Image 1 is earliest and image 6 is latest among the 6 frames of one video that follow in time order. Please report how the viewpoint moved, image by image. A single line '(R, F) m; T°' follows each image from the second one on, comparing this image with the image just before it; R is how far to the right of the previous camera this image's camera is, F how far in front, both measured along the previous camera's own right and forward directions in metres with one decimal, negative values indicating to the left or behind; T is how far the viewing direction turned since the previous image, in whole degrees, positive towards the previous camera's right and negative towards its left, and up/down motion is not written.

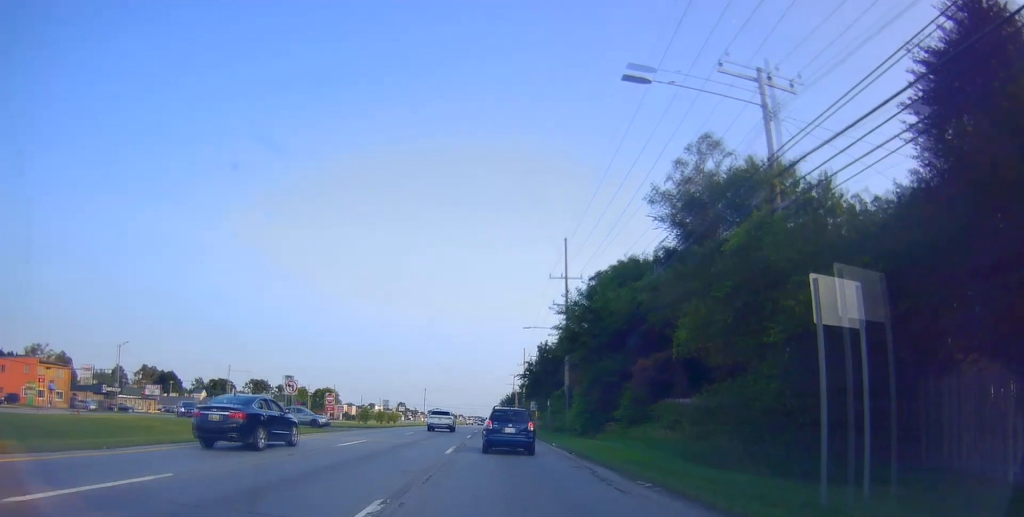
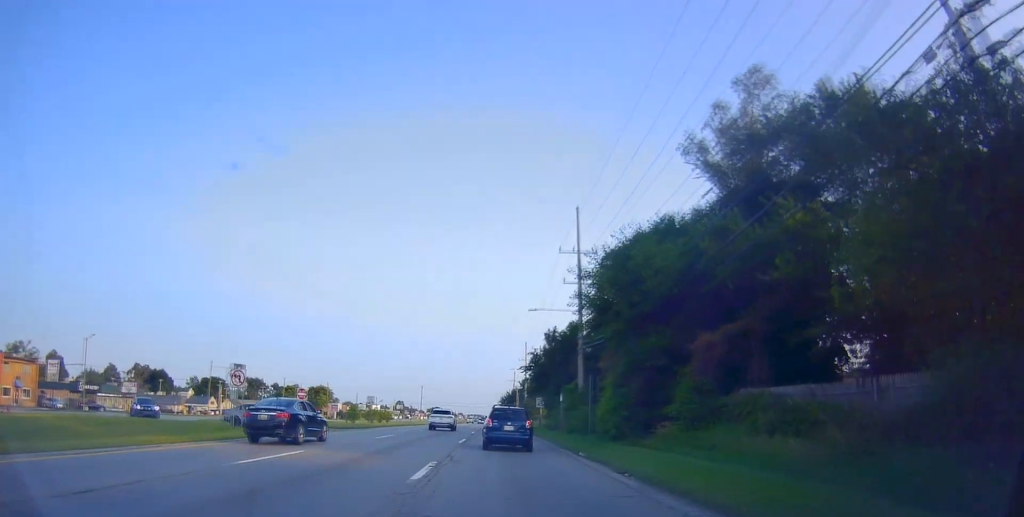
(-0.4, +8.7) m; 0°
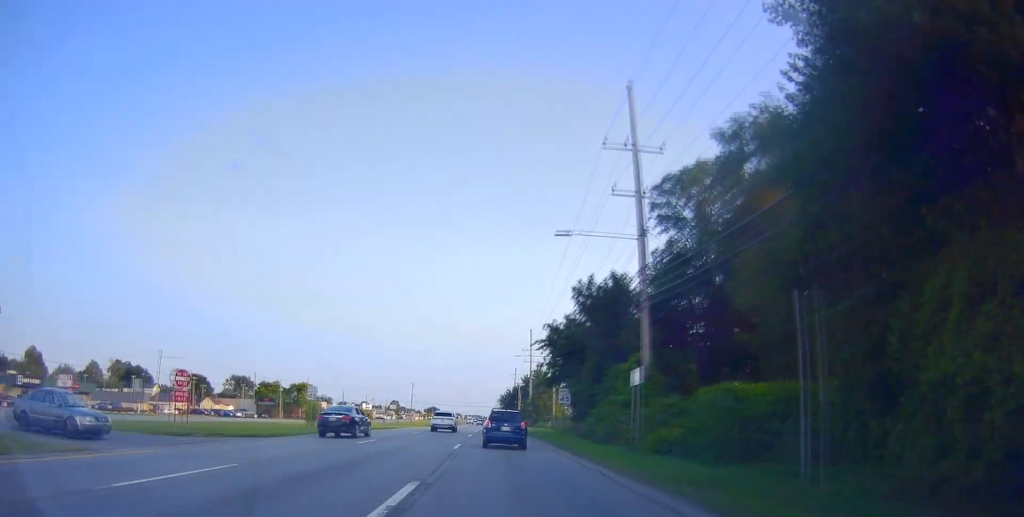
(+0.8, +19.7) m; +1°
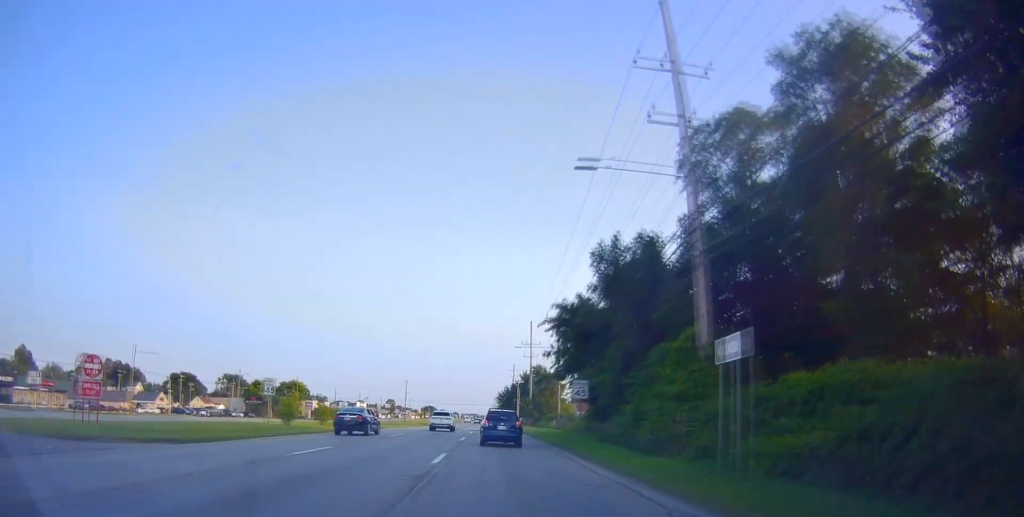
(-0.2, +7.5) m; 0°
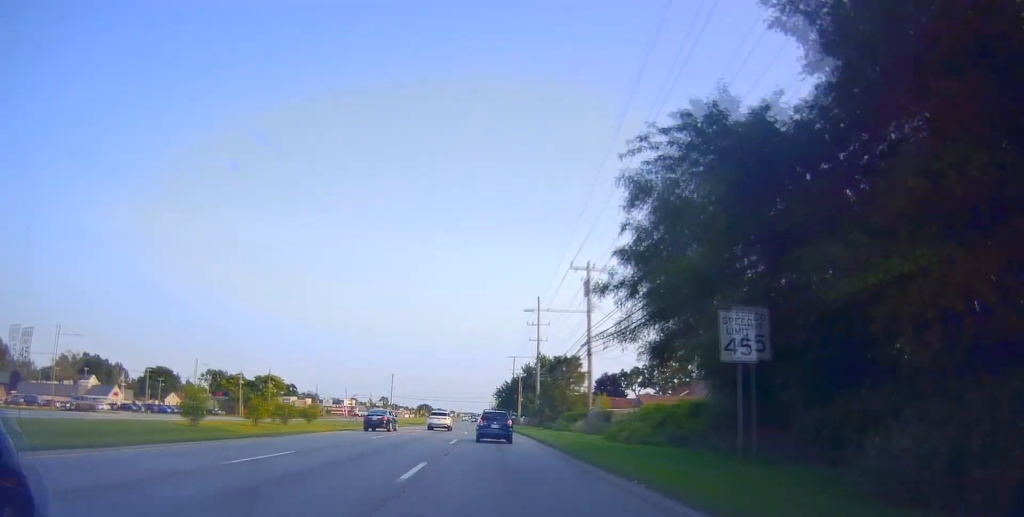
(+0.1, +19.5) m; -1°
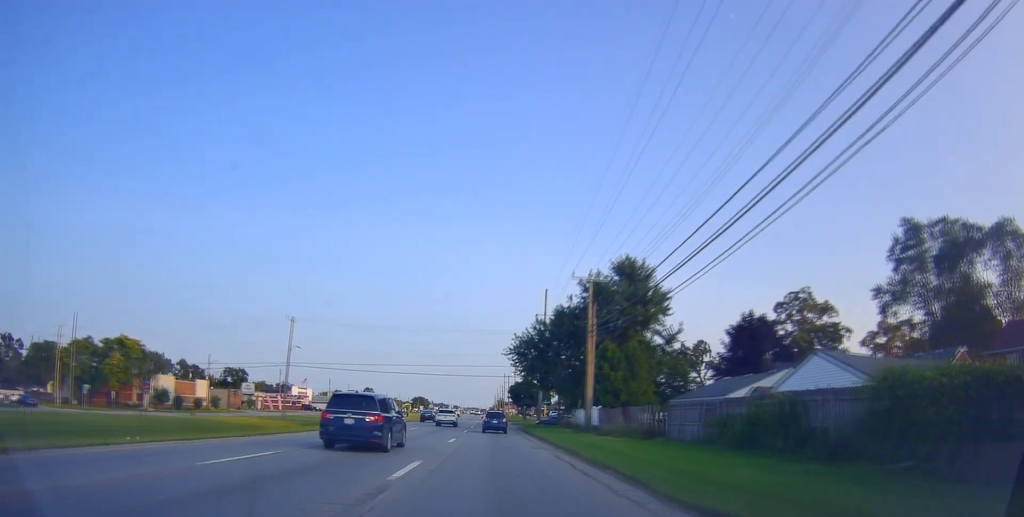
(-0.3, +74.9) m; +1°
